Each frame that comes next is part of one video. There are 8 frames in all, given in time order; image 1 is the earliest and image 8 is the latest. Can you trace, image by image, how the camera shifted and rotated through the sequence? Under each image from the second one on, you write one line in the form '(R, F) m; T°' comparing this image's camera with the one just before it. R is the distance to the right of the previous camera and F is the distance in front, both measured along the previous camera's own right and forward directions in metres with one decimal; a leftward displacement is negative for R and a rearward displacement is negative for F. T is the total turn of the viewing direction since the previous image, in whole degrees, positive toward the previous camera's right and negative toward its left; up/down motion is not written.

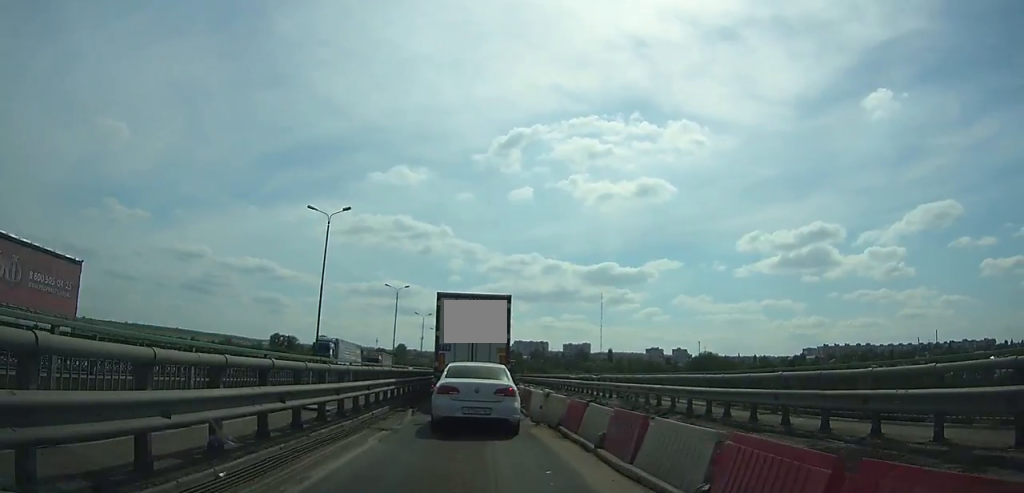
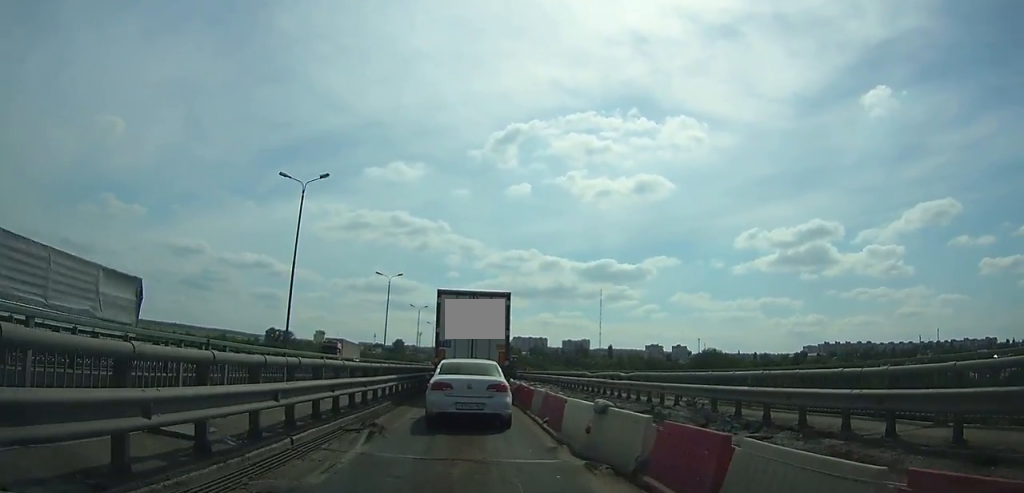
(-0.1, +6.6) m; -1°
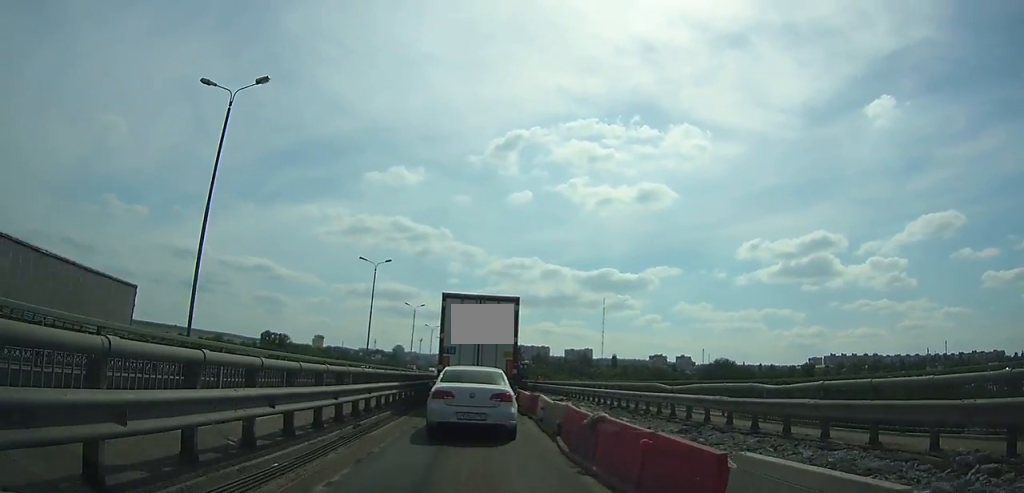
(-0.3, +12.4) m; -3°
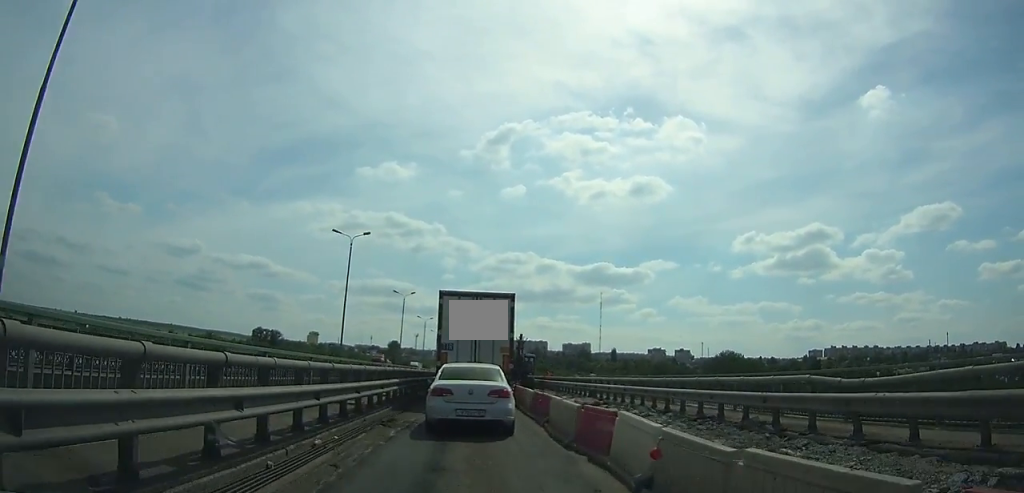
(-0.1, +10.7) m; 0°
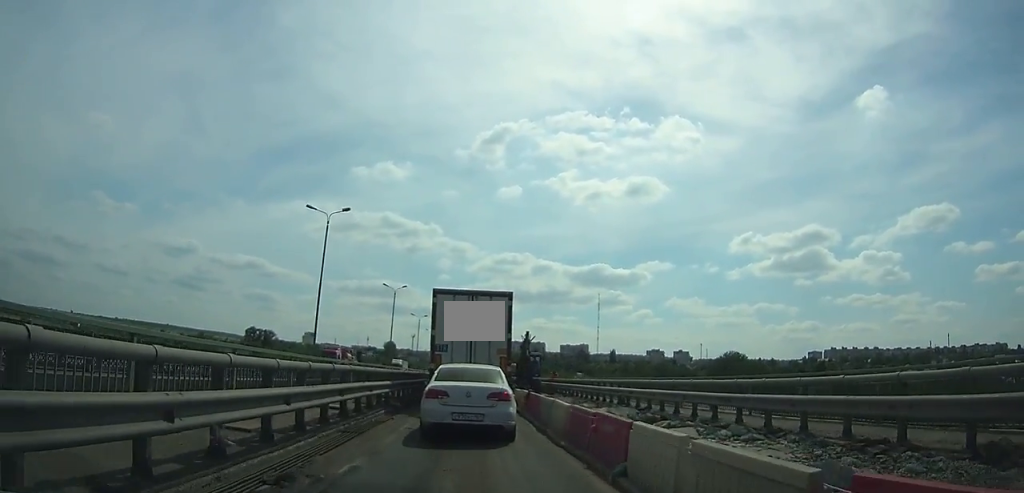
(+0.1, +6.9) m; +2°
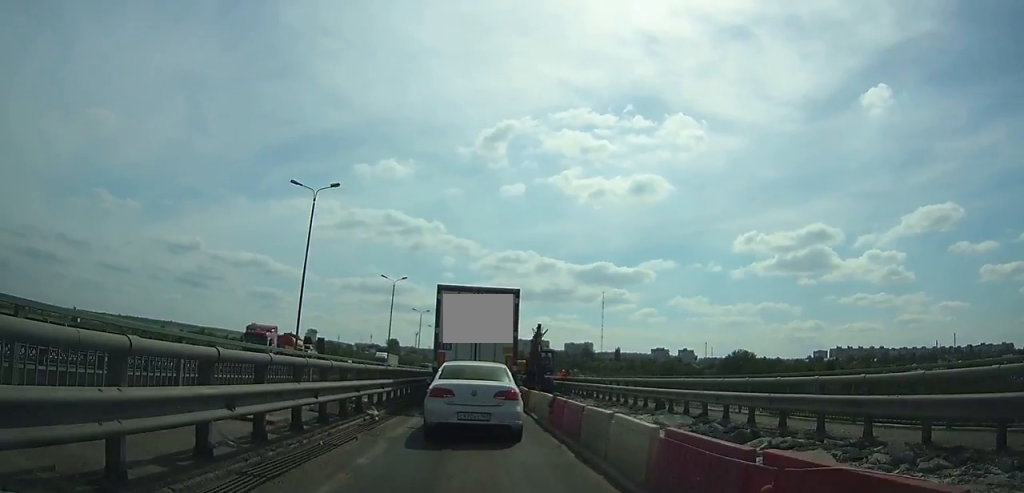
(+0.1, +4.8) m; +1°
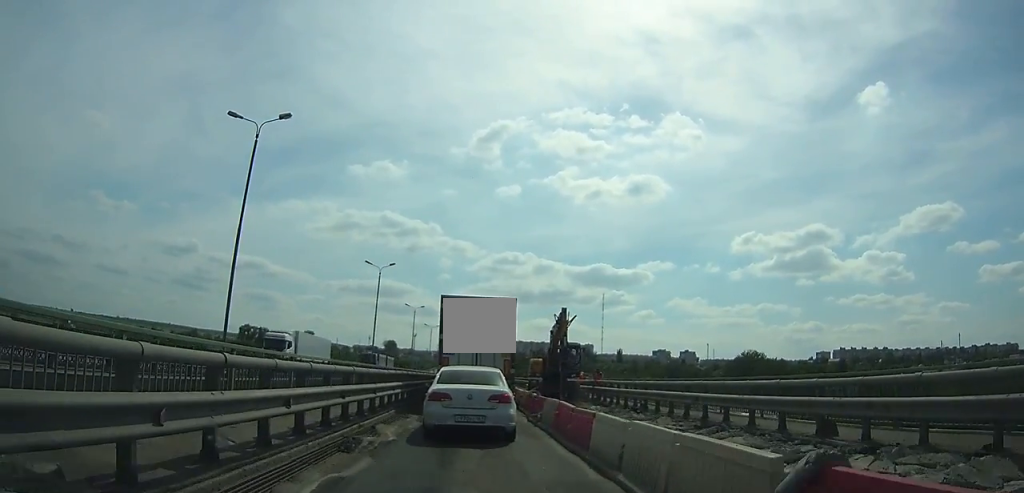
(0.0, +10.7) m; +1°
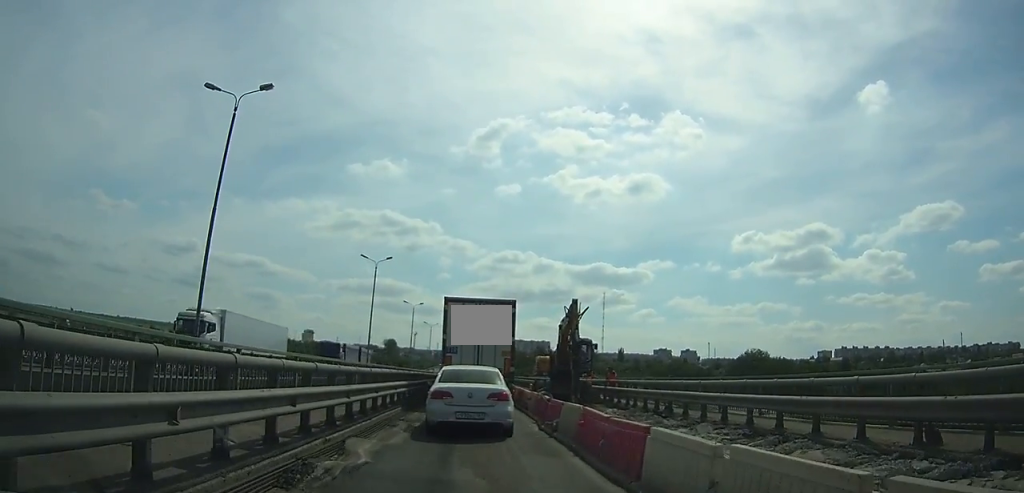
(0.0, +2.9) m; +1°
